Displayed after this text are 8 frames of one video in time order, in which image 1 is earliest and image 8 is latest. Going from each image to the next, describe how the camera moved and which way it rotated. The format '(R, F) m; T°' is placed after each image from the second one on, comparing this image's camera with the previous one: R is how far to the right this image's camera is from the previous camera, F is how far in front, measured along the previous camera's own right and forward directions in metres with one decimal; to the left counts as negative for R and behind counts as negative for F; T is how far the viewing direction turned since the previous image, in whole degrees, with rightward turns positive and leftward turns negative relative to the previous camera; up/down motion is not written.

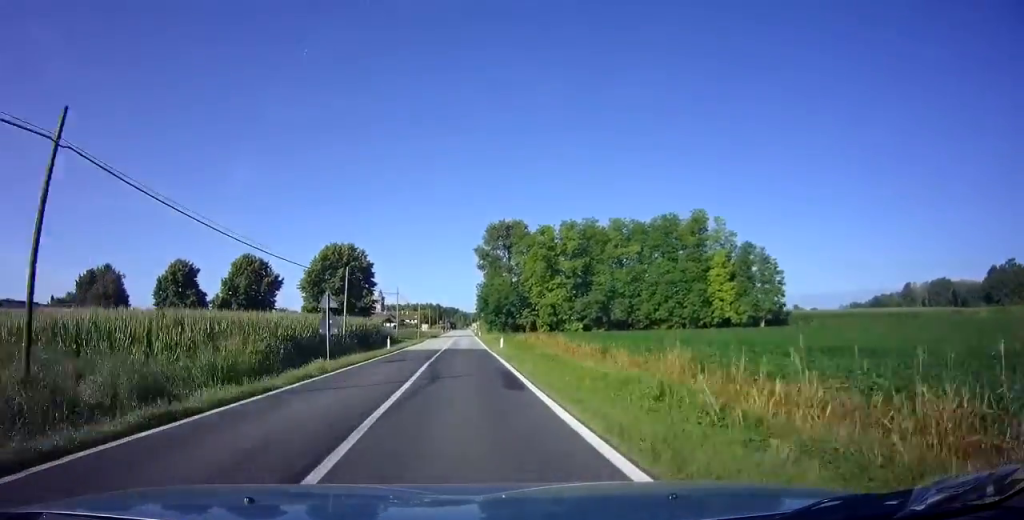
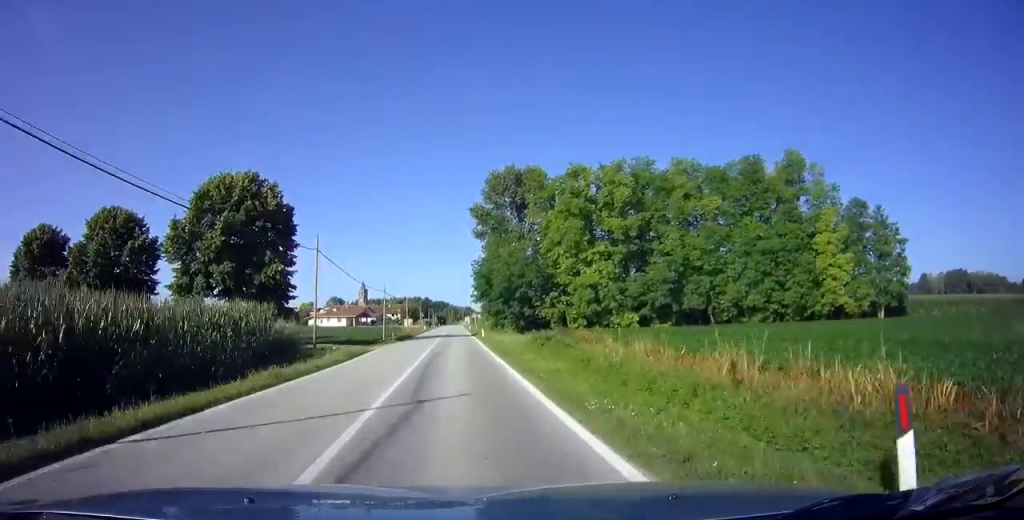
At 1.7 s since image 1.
(+0.1, +33.0) m; 0°
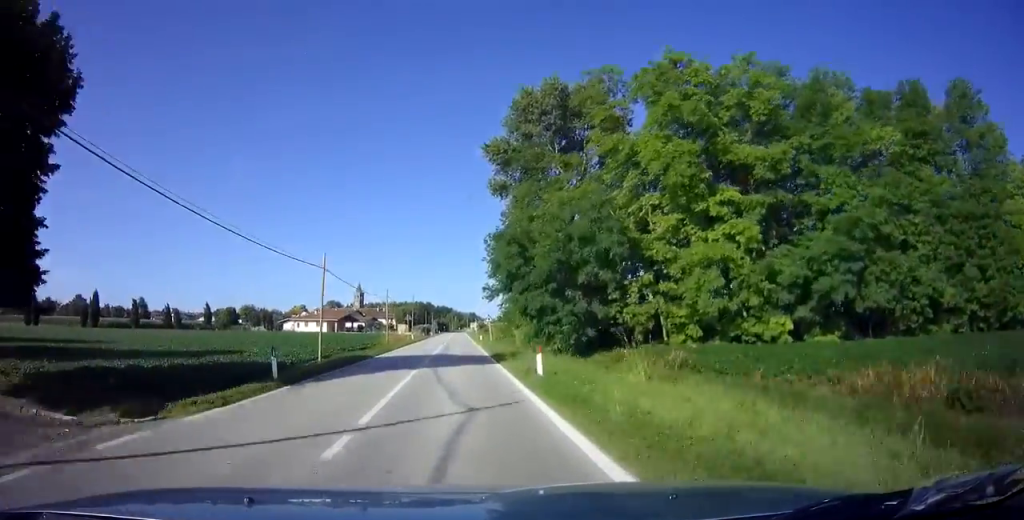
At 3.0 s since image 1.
(+0.1, +28.1) m; +1°
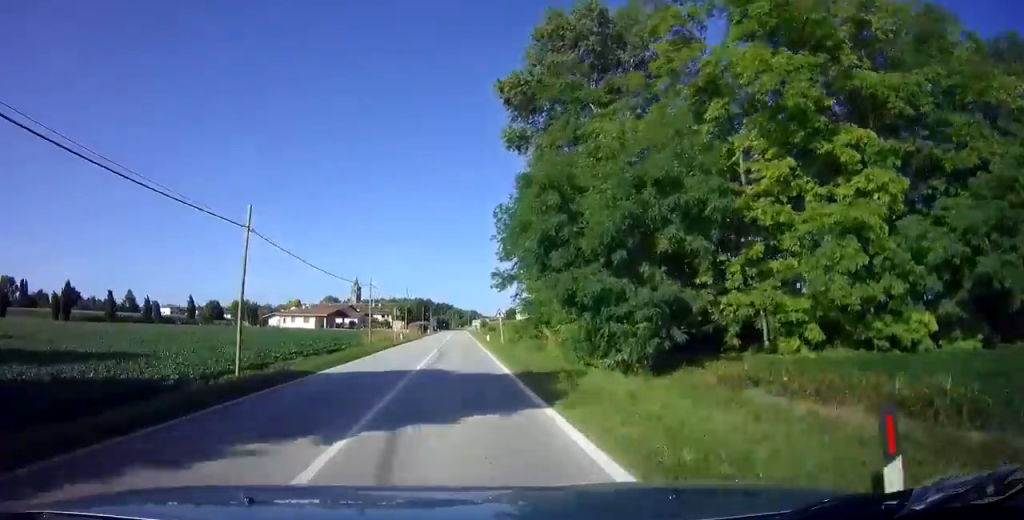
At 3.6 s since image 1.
(+0.1, +11.7) m; 0°
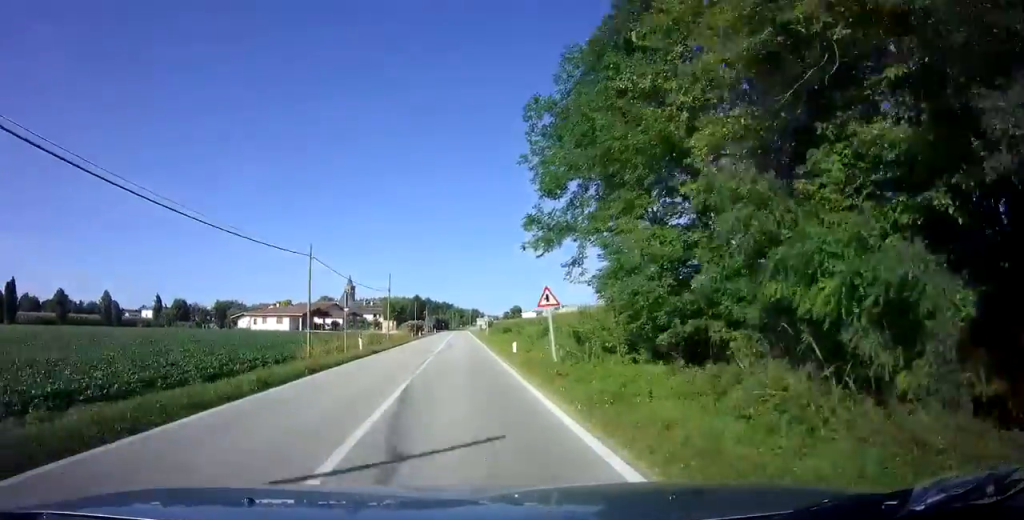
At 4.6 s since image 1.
(-0.3, +20.0) m; -1°
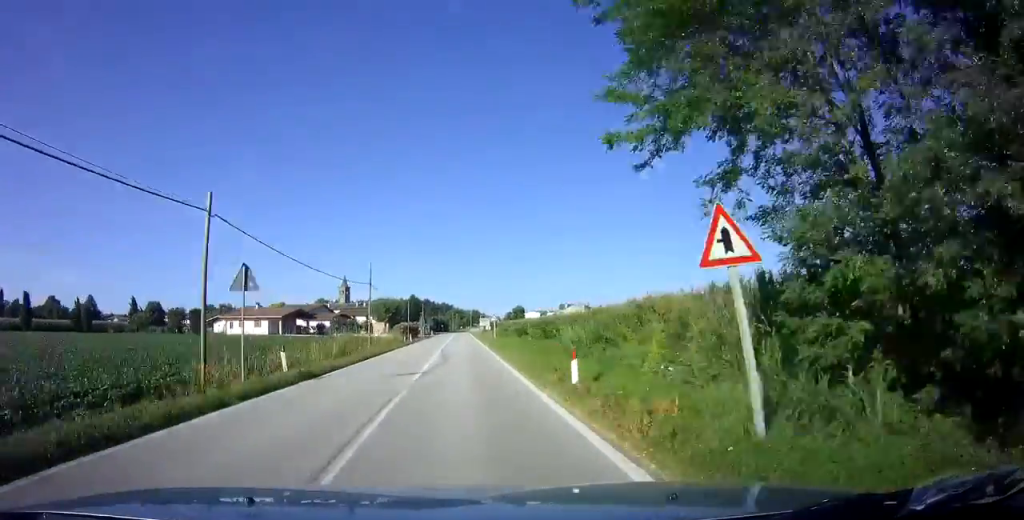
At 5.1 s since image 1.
(-0.1, +11.7) m; 0°
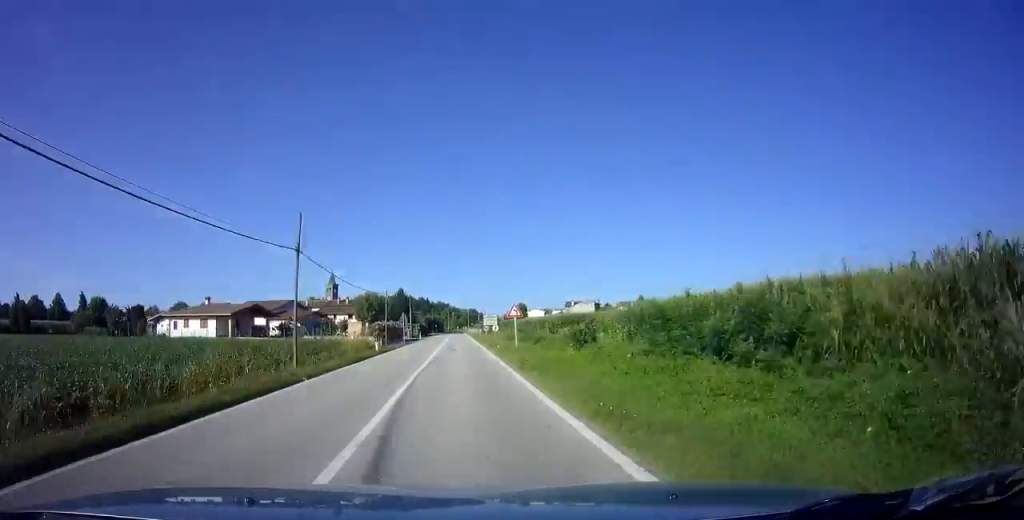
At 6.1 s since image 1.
(+0.1, +19.2) m; +1°
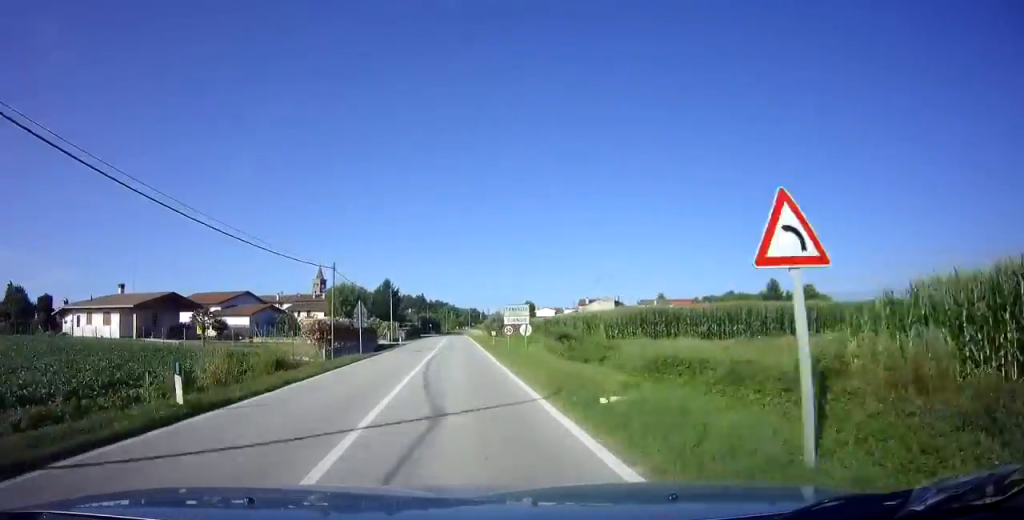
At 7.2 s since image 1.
(+0.3, +22.7) m; 0°
